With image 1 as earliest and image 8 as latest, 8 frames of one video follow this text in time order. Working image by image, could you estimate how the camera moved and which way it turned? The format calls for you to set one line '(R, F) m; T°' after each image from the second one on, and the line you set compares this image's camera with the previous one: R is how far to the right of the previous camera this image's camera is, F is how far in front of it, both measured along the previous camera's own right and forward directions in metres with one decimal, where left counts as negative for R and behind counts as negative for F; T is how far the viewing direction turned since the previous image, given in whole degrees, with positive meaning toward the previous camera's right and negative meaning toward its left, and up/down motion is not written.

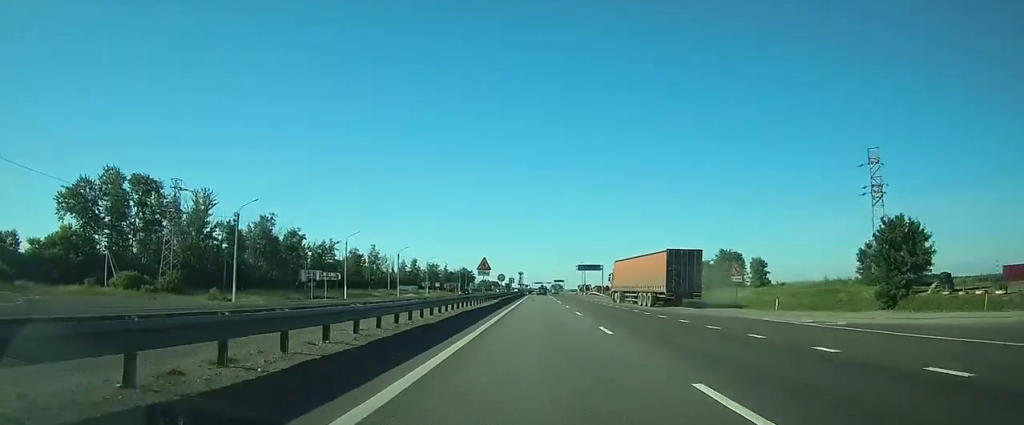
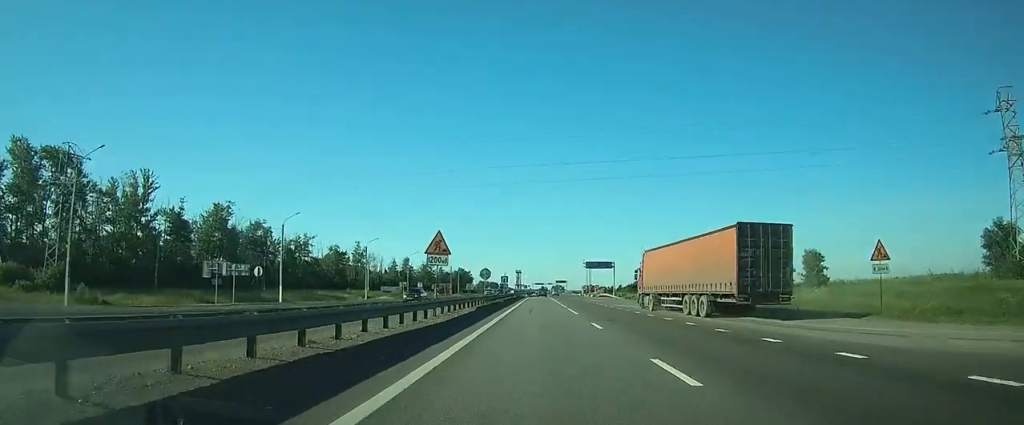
(-0.1, +21.1) m; 0°
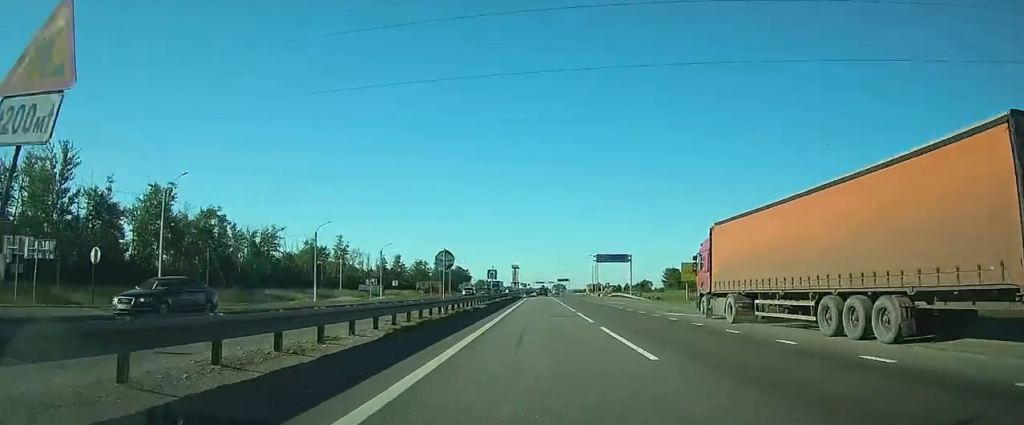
(+0.1, +21.1) m; 0°
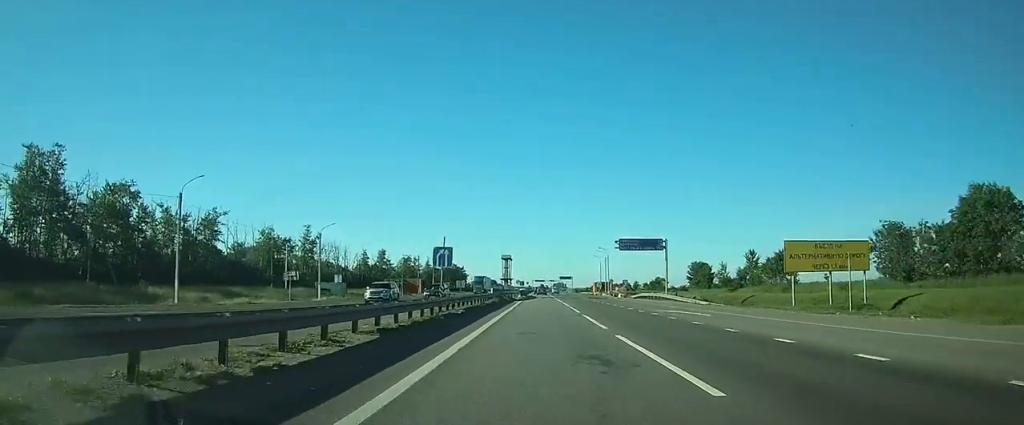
(-0.1, +28.0) m; 0°
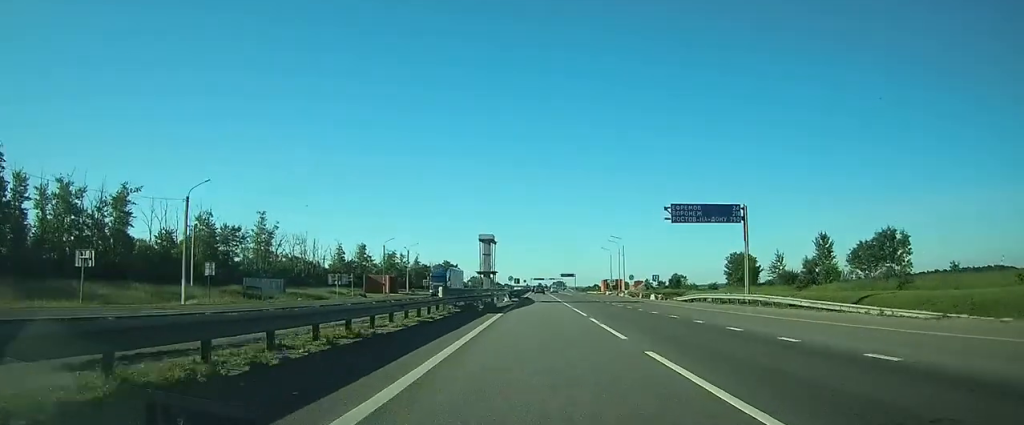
(+0.2, +28.6) m; 0°
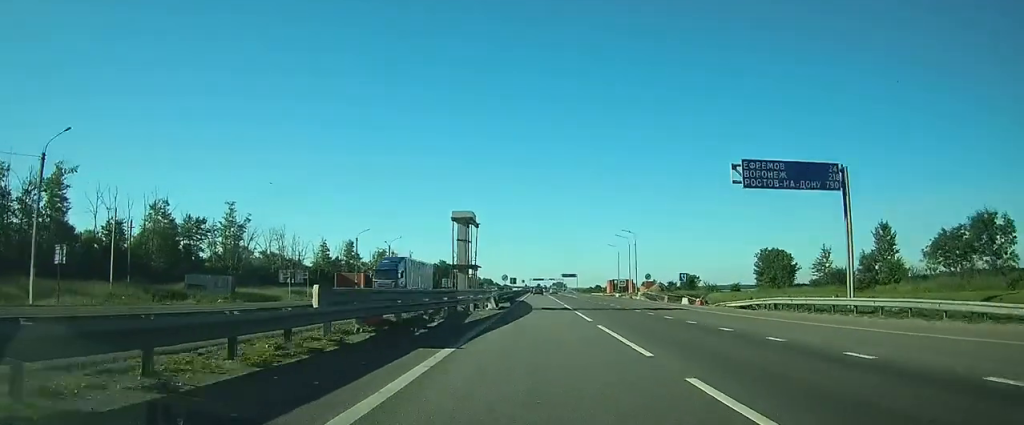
(-0.2, +15.4) m; 0°
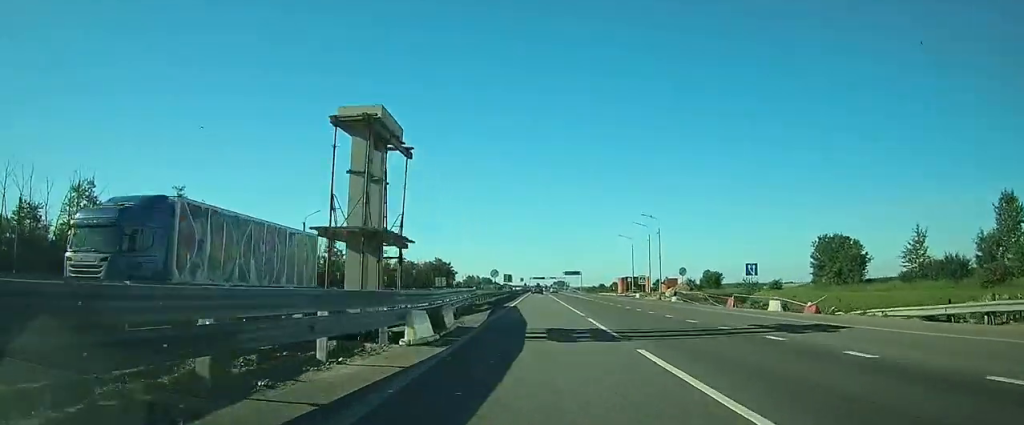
(-0.1, +20.3) m; 0°
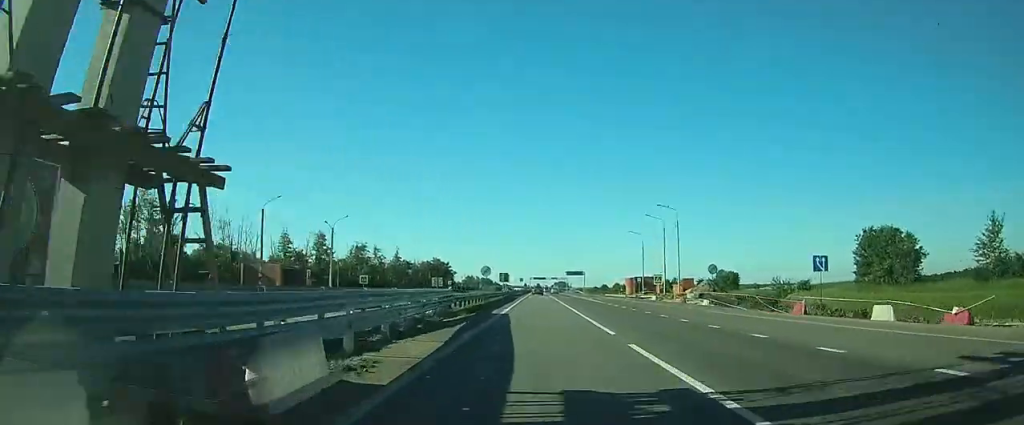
(0.0, +10.9) m; 0°
